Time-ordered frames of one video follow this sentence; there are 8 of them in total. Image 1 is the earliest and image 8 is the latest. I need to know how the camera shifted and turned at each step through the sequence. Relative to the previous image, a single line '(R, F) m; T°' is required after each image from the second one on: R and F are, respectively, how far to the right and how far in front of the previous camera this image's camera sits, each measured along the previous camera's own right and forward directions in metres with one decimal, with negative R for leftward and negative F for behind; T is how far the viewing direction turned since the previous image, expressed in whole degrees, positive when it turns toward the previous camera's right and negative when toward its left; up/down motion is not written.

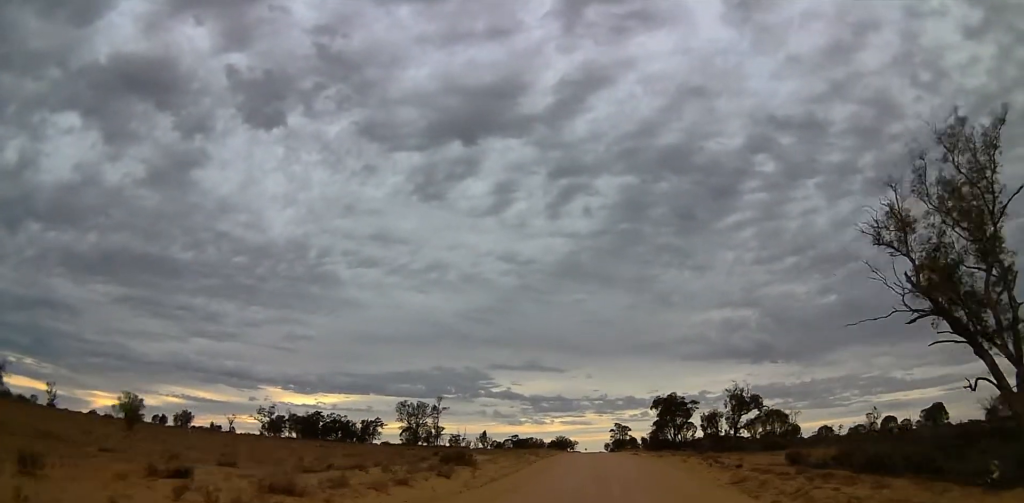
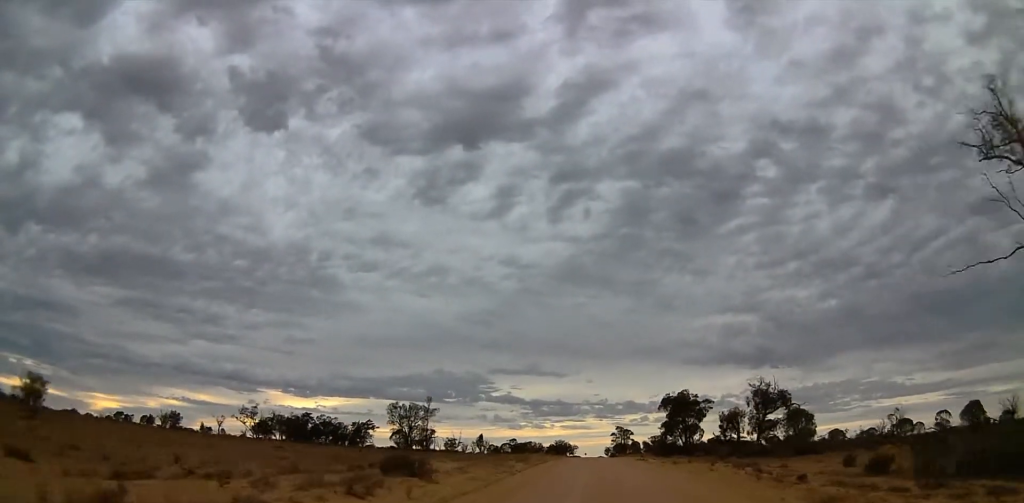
(-0.1, +7.1) m; 0°
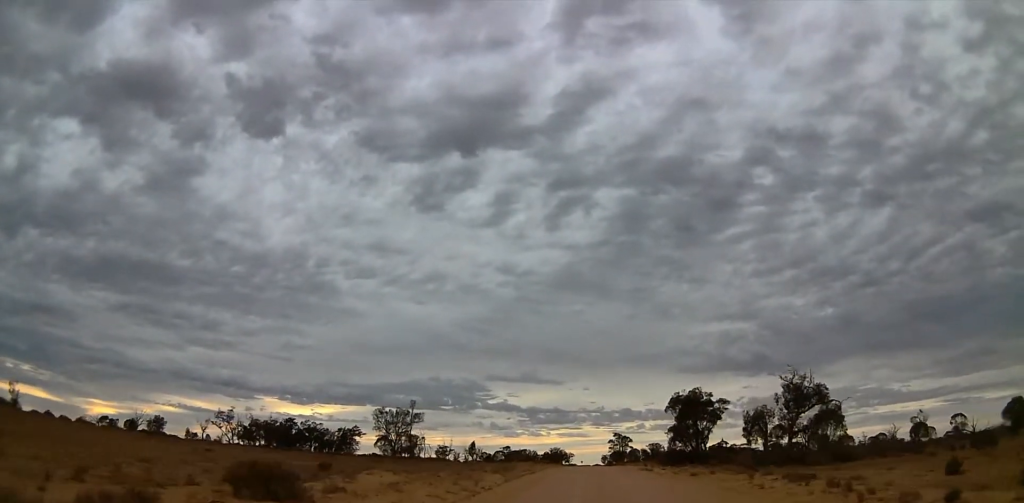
(+0.8, +7.8) m; 0°
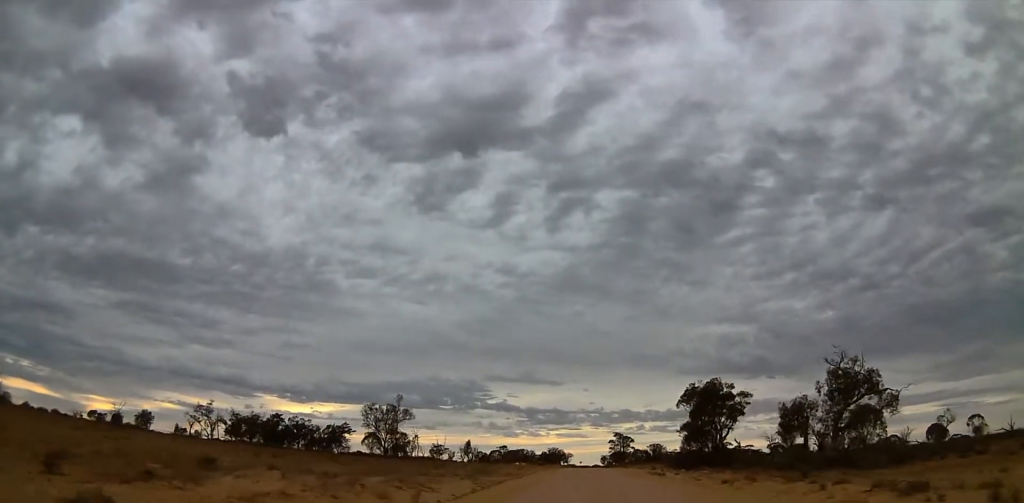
(-0.5, +7.0) m; 0°
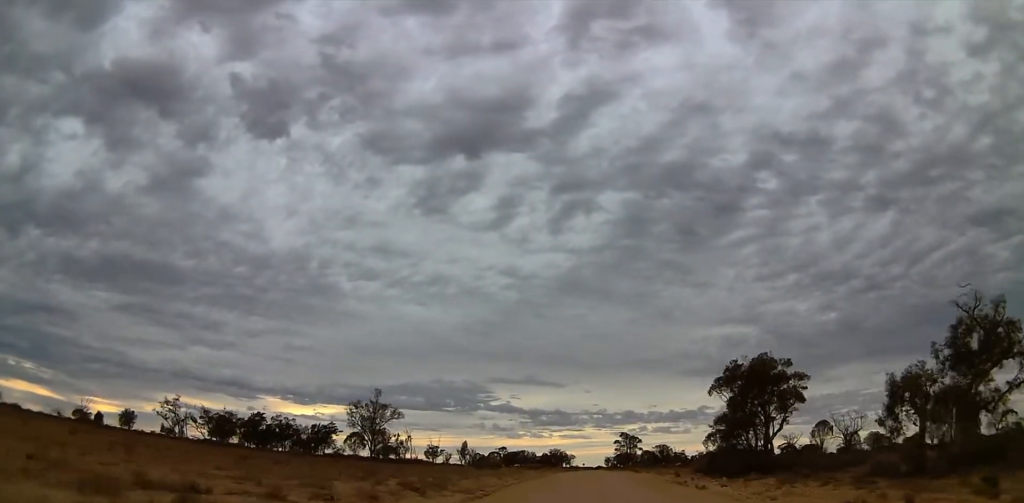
(0.0, +10.9) m; 0°
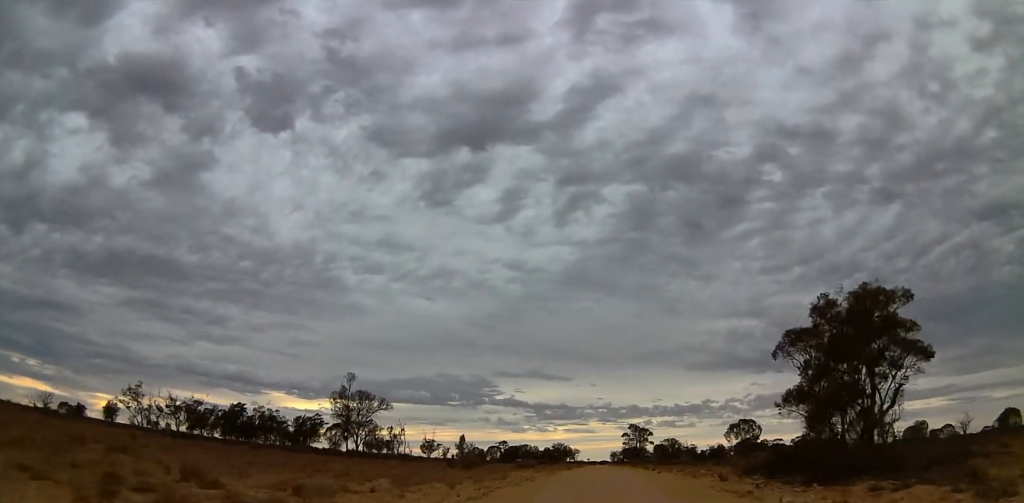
(+0.1, +11.2) m; 0°
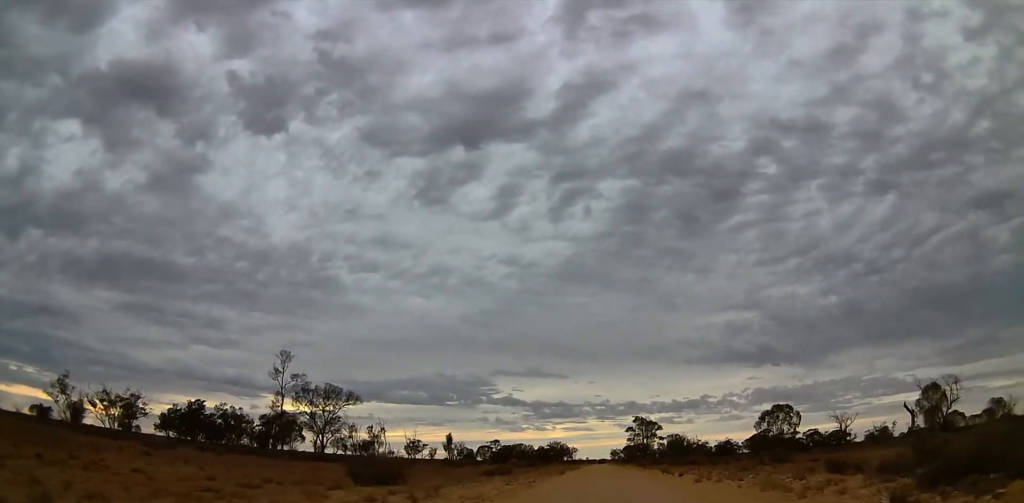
(+0.3, +15.7) m; 0°
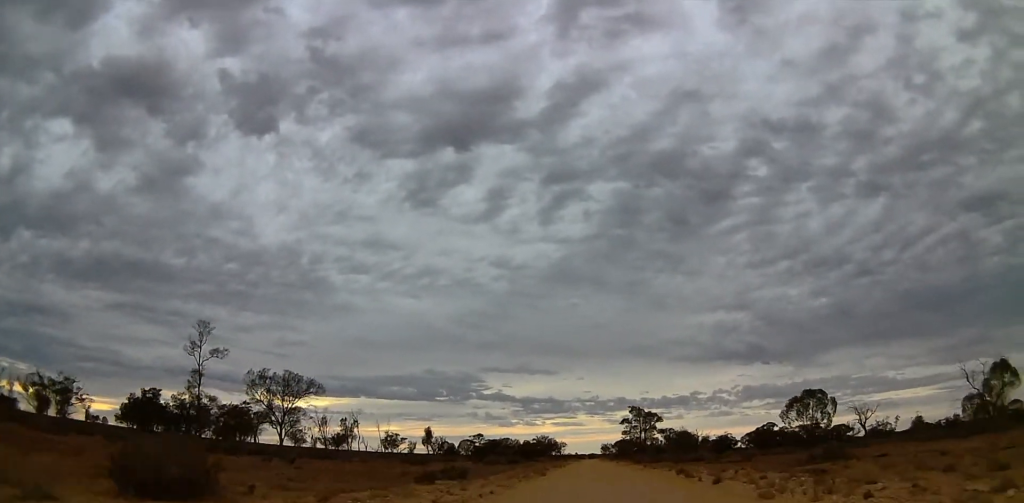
(-0.8, +11.9) m; +1°
